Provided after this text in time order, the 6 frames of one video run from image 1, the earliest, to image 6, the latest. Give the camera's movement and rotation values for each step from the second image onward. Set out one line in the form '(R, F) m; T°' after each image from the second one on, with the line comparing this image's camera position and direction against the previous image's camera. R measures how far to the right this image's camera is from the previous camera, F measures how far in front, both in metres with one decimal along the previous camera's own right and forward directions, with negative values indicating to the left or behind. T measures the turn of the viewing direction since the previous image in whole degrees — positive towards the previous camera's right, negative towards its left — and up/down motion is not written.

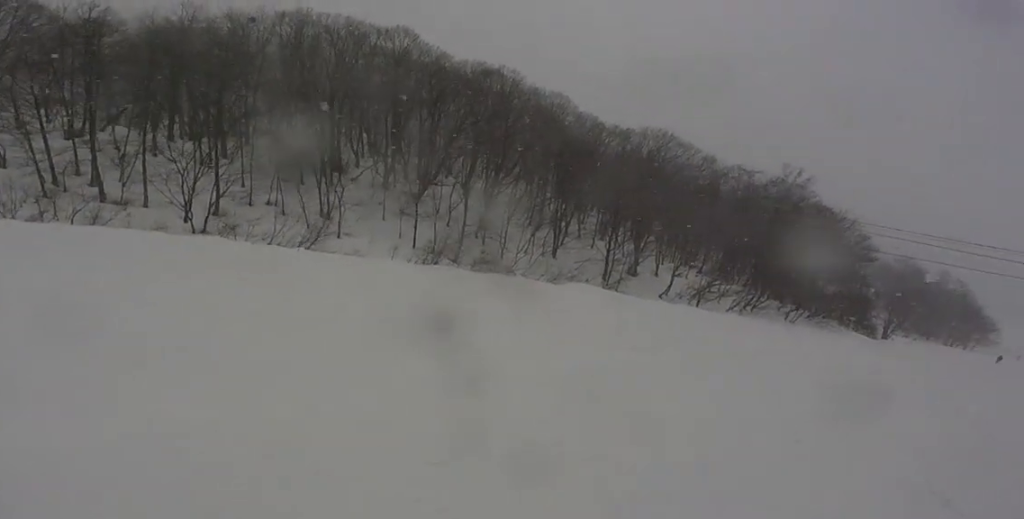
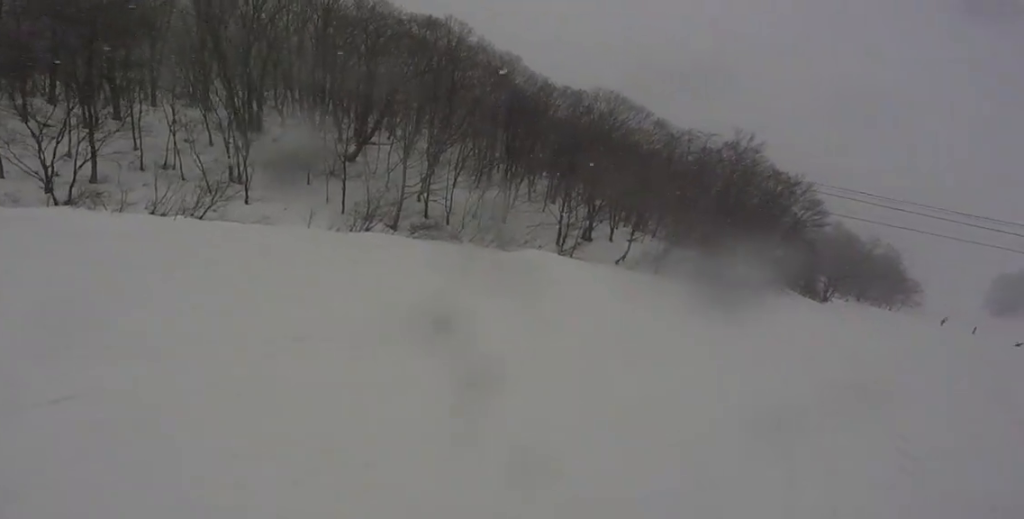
(-0.4, +4.0) m; 0°
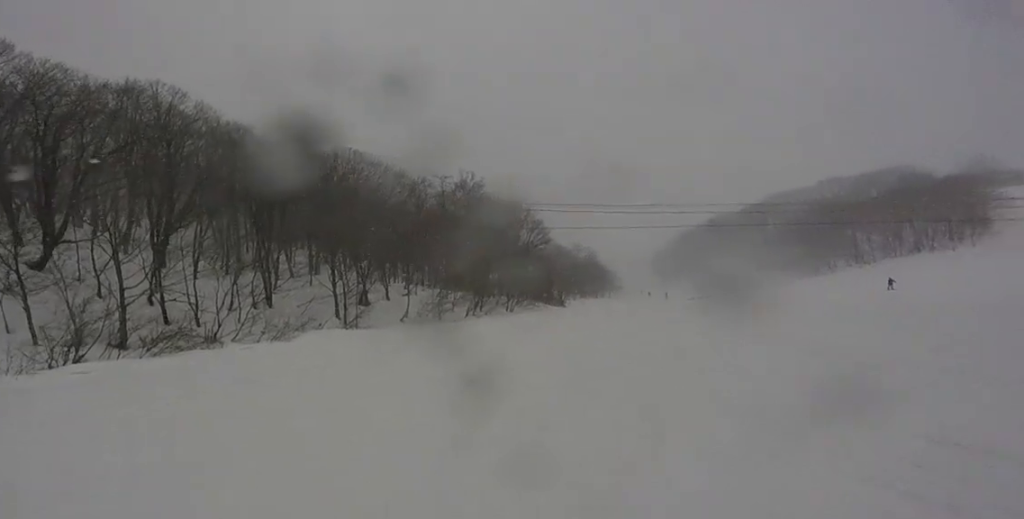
(+0.3, +3.1) m; +29°
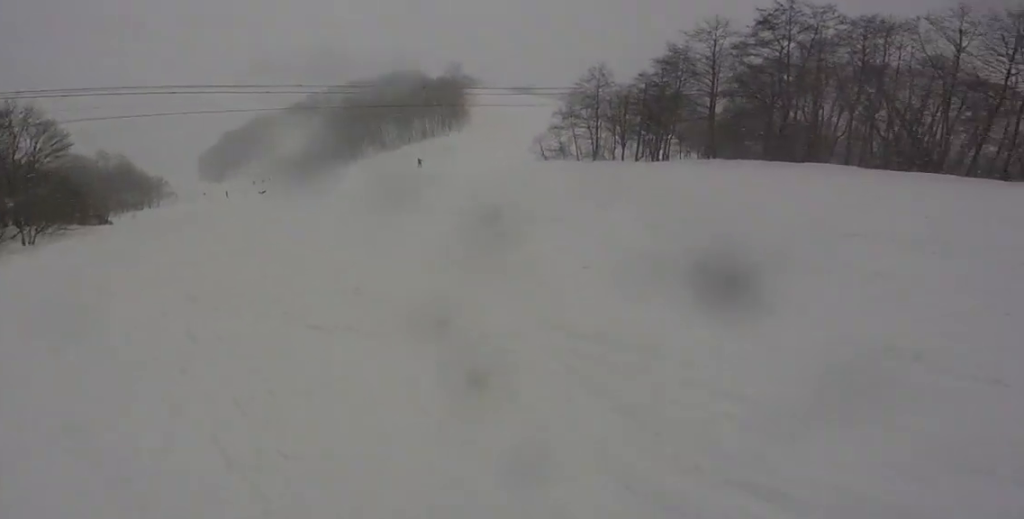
(+3.4, +1.9) m; +75°
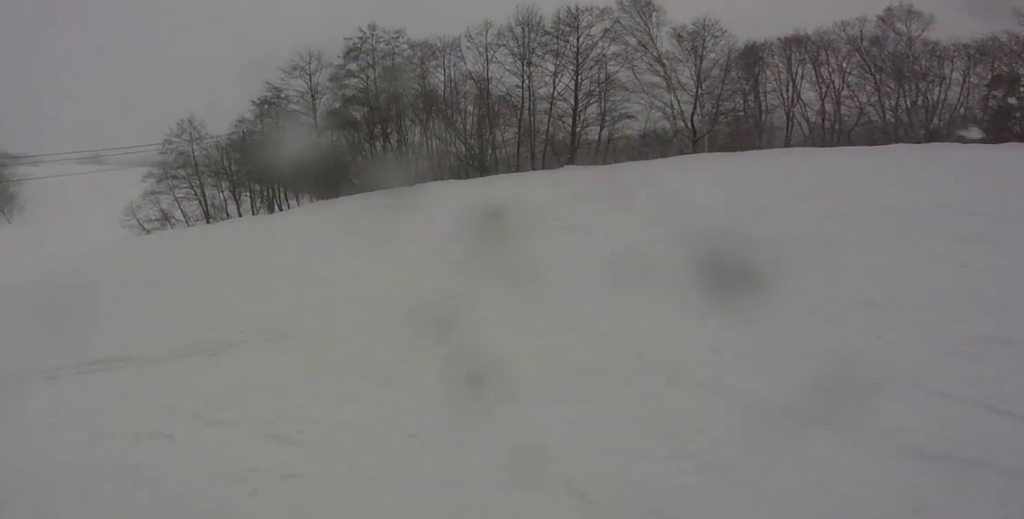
(+0.3, +5.5) m; +1°
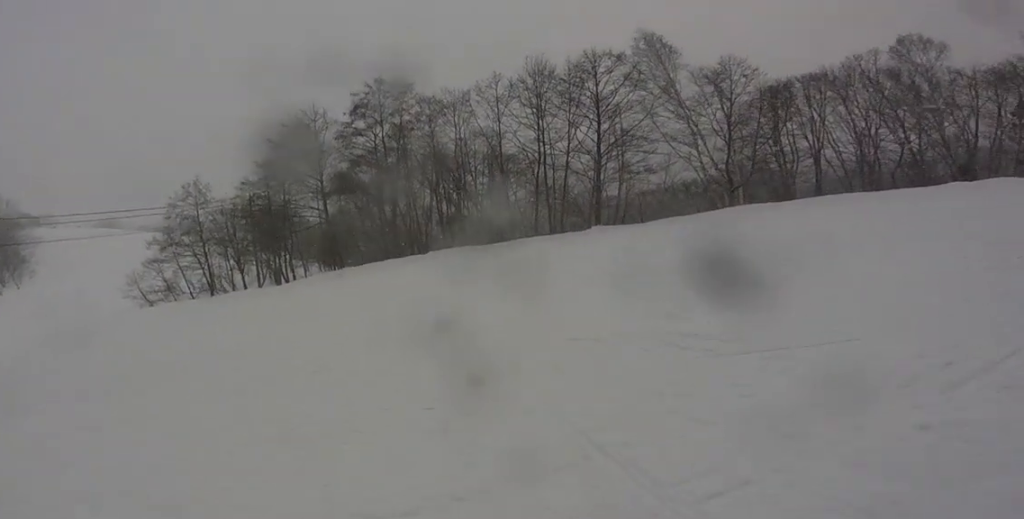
(-0.1, +4.8) m; -12°
